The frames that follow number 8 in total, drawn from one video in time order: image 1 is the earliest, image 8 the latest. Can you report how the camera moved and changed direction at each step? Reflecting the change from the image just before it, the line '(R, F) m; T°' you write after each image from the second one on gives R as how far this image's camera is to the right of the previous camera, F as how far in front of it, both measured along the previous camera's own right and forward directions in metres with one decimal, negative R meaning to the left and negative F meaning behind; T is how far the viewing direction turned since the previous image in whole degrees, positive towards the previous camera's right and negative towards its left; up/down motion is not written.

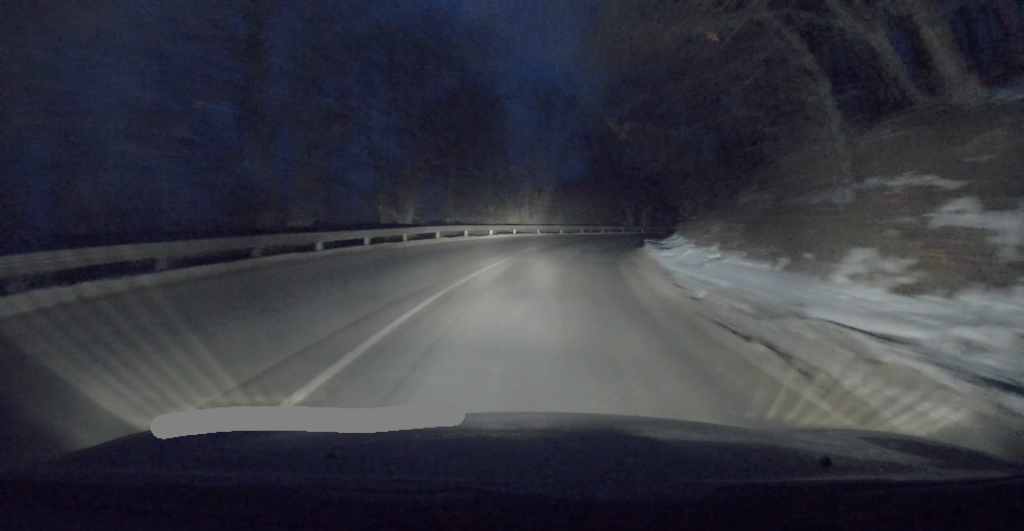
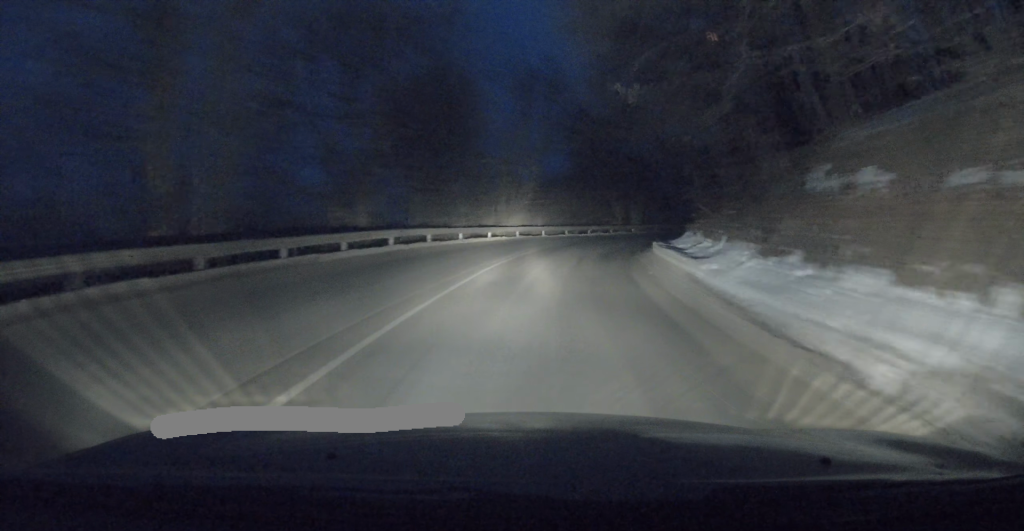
(+0.2, +6.1) m; +2°
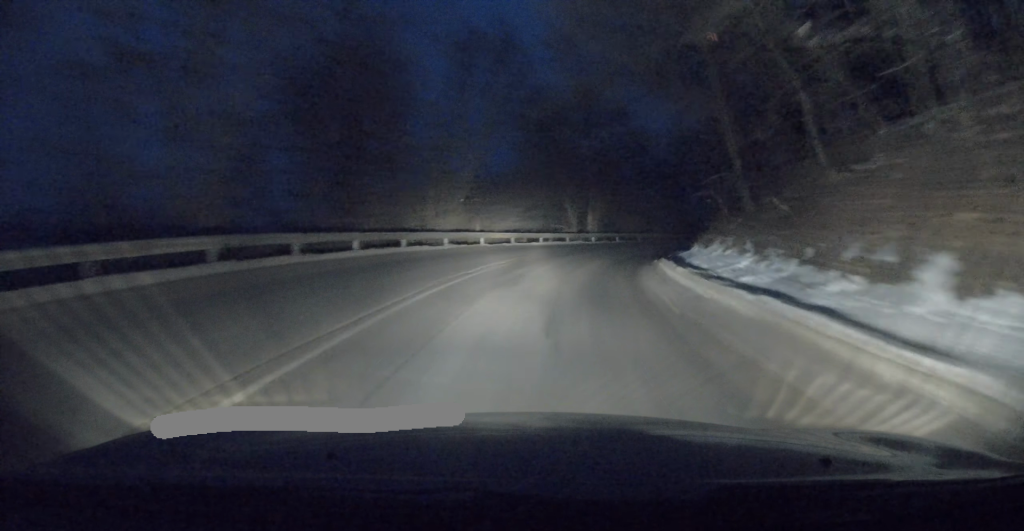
(+0.3, +10.4) m; +4°
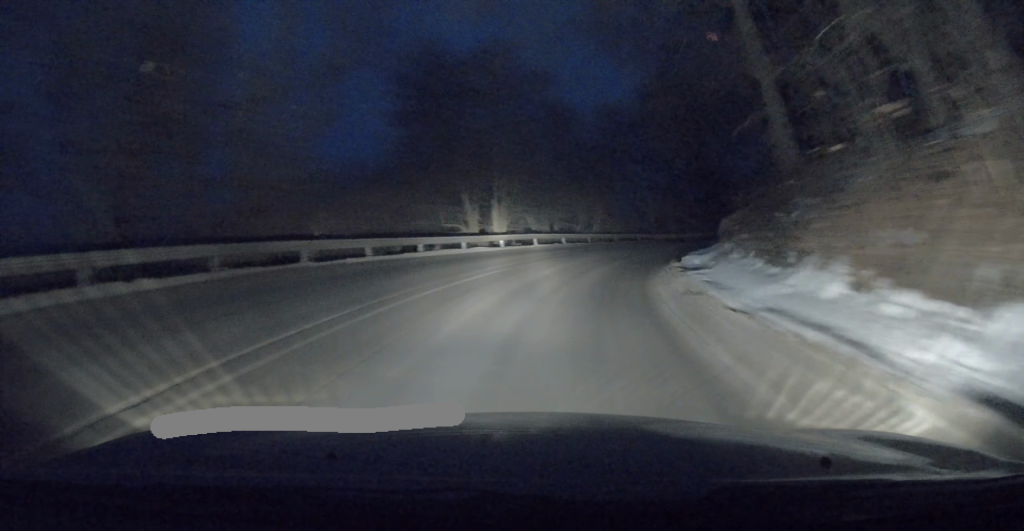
(+0.8, +14.2) m; +6°
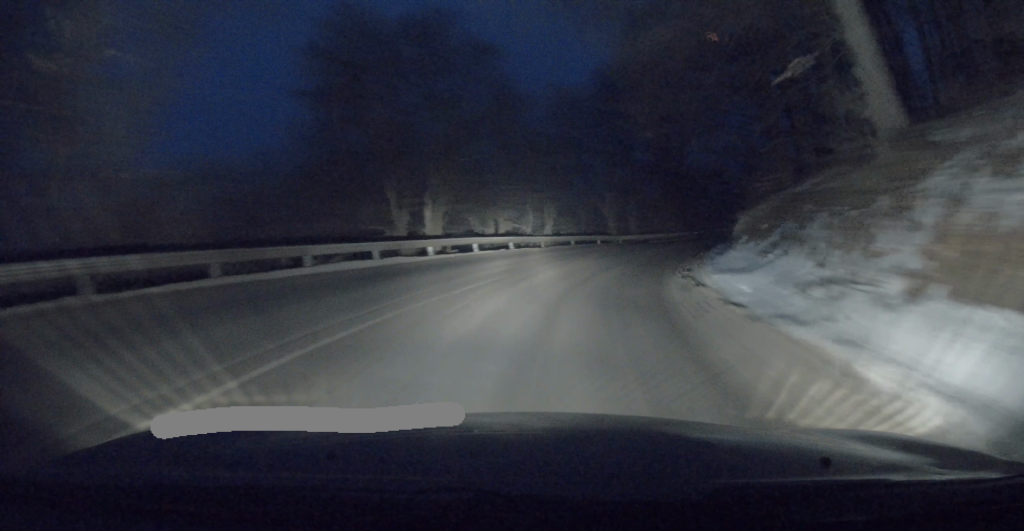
(+0.2, +7.4) m; +3°
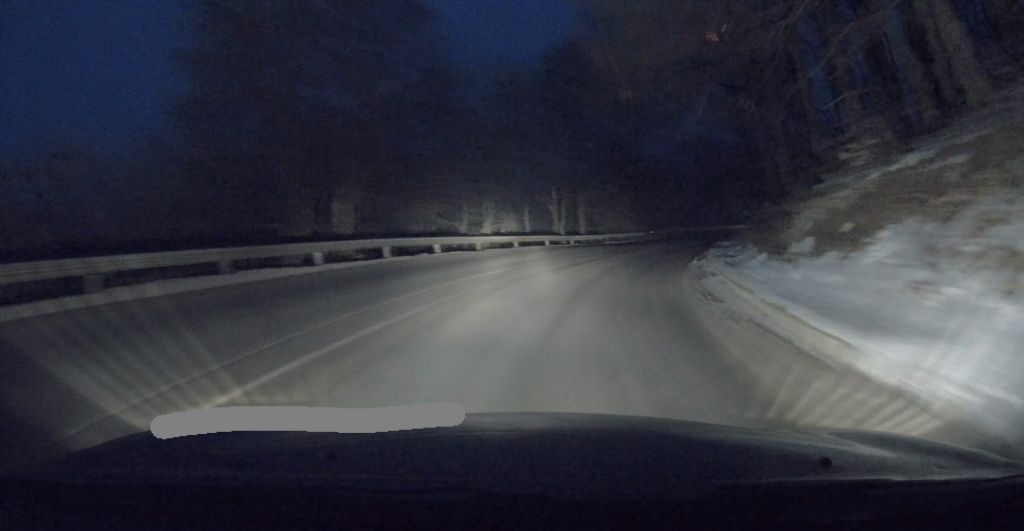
(+0.2, +7.2) m; +3°
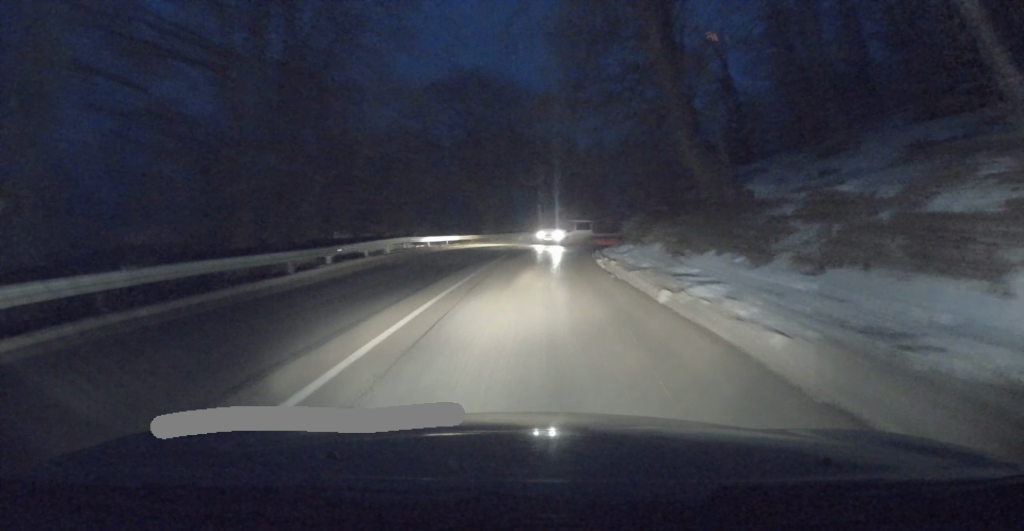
(+9.5, +39.7) m; +22°
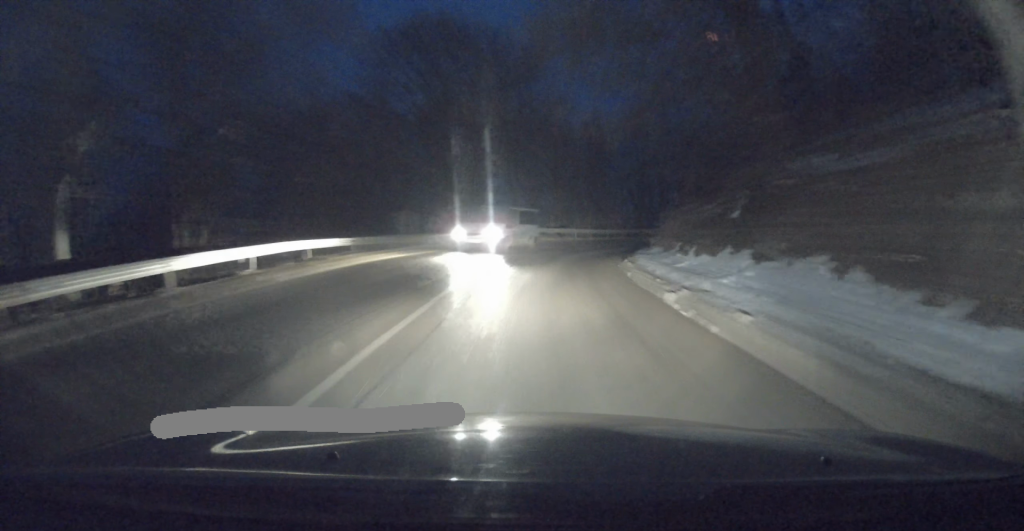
(+0.2, +13.5) m; +2°
